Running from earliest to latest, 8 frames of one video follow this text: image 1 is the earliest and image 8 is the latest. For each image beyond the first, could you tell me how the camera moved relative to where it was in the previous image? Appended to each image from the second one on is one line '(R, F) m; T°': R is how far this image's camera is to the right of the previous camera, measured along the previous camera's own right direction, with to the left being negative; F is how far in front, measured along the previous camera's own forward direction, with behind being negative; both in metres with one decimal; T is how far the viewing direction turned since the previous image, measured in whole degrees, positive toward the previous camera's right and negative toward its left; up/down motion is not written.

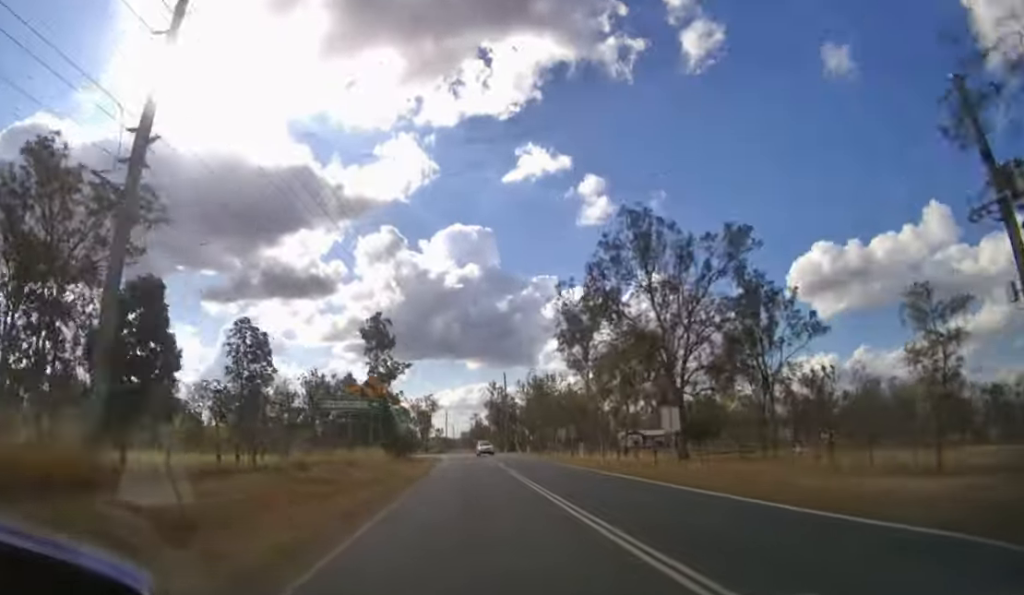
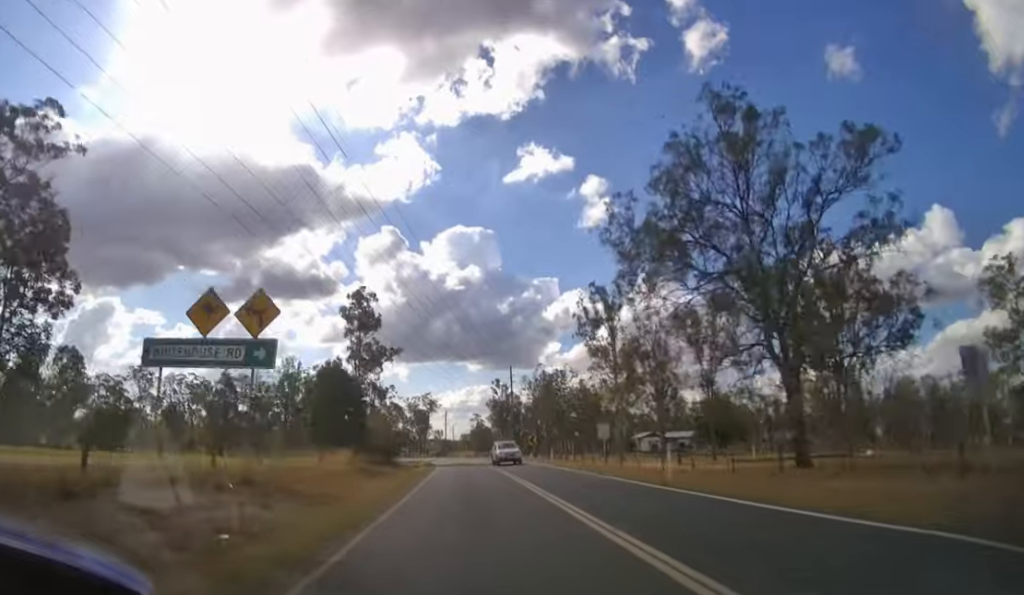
(0.0, +14.6) m; 0°
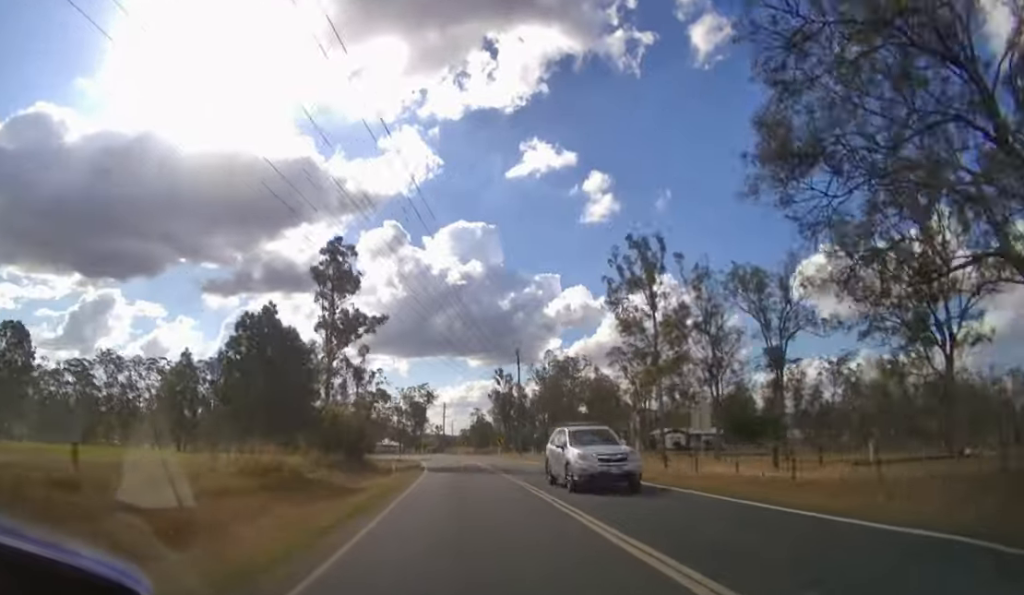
(0.0, +12.8) m; -1°
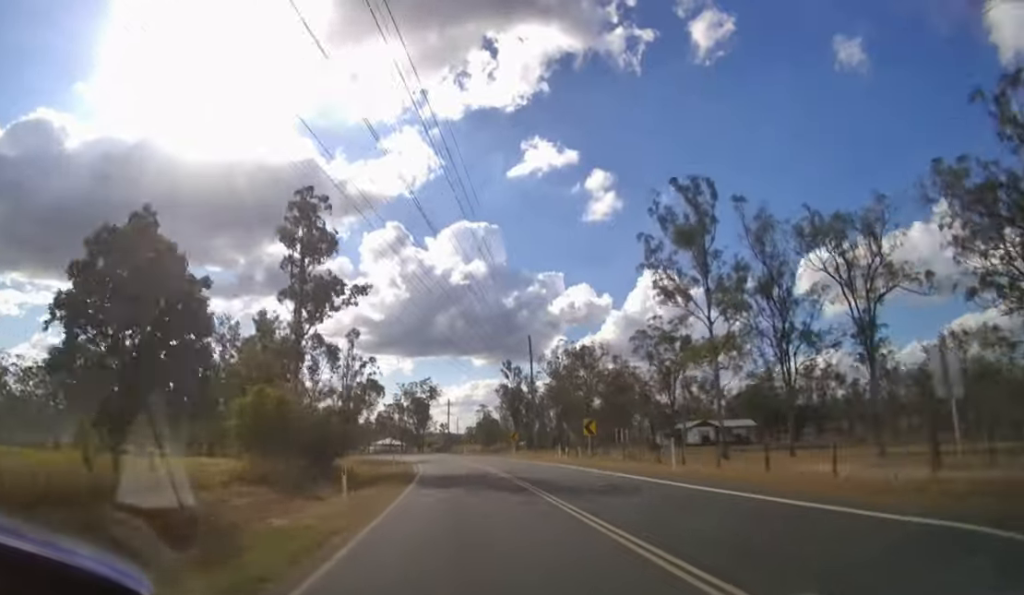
(+0.1, +10.3) m; 0°
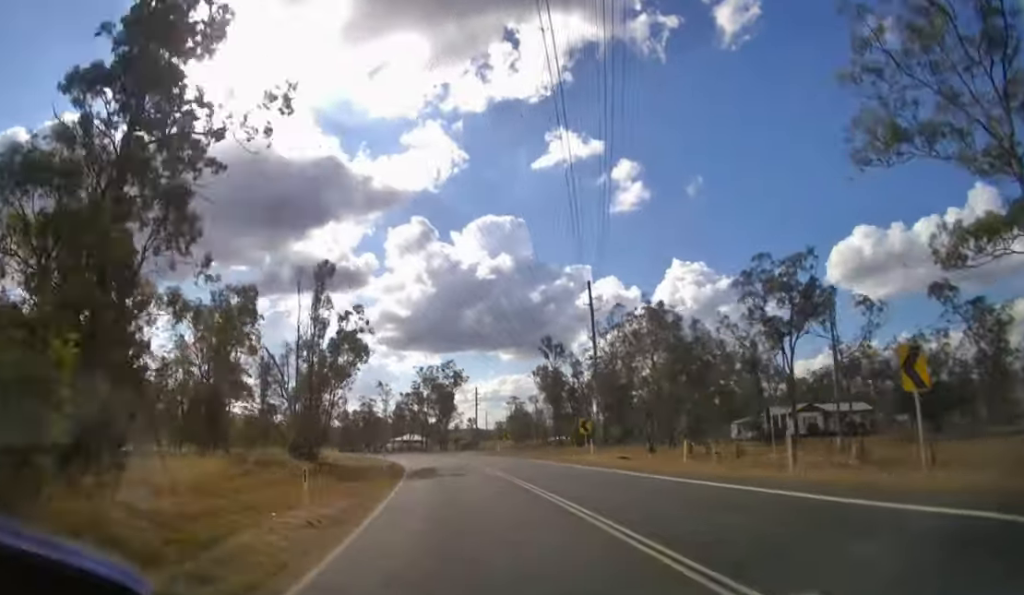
(-0.4, +22.8) m; -3°
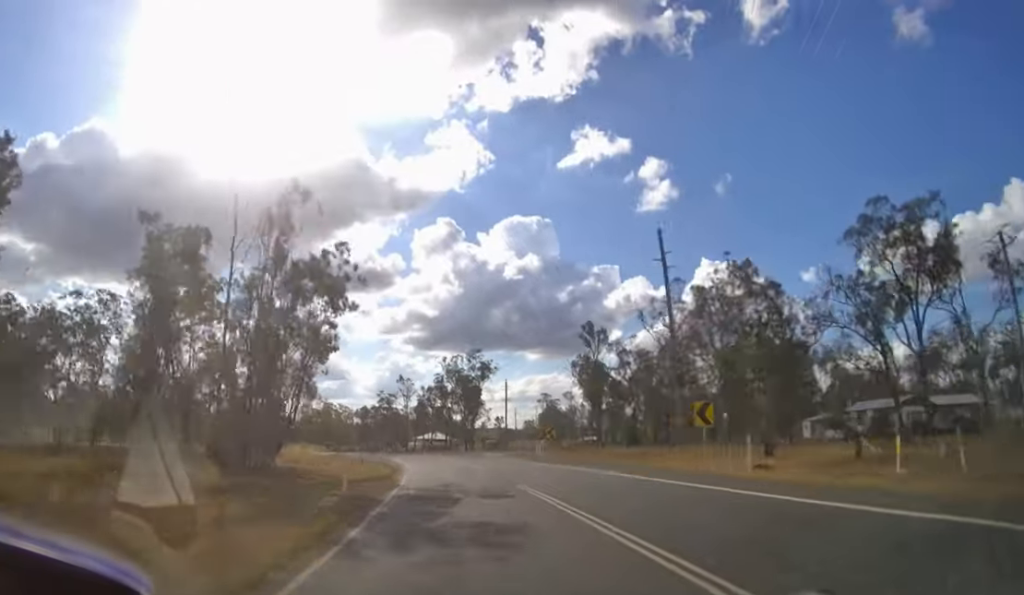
(-0.4, +11.6) m; -2°
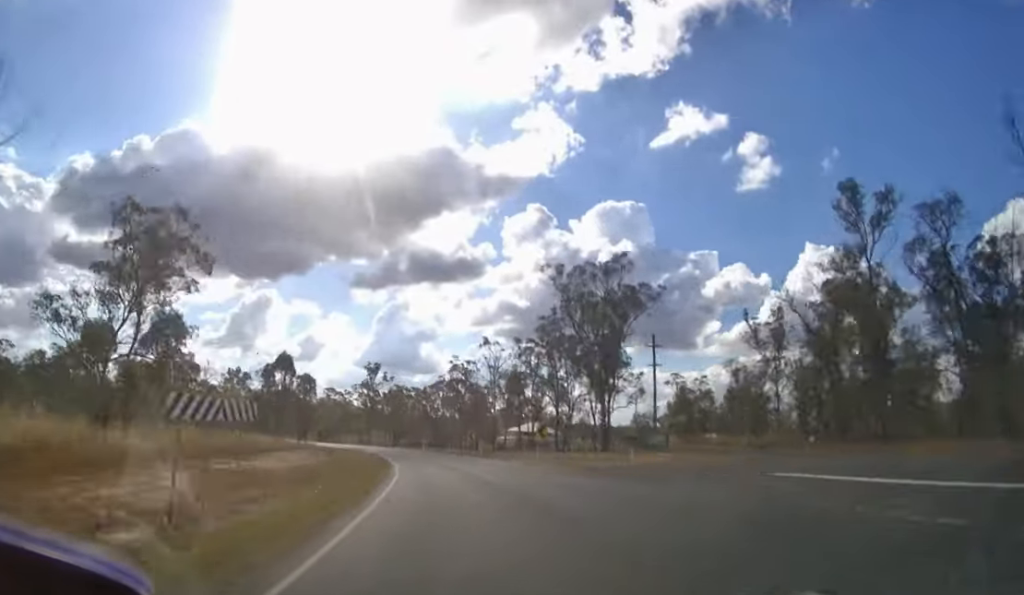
(-2.9, +39.9) m; -9°
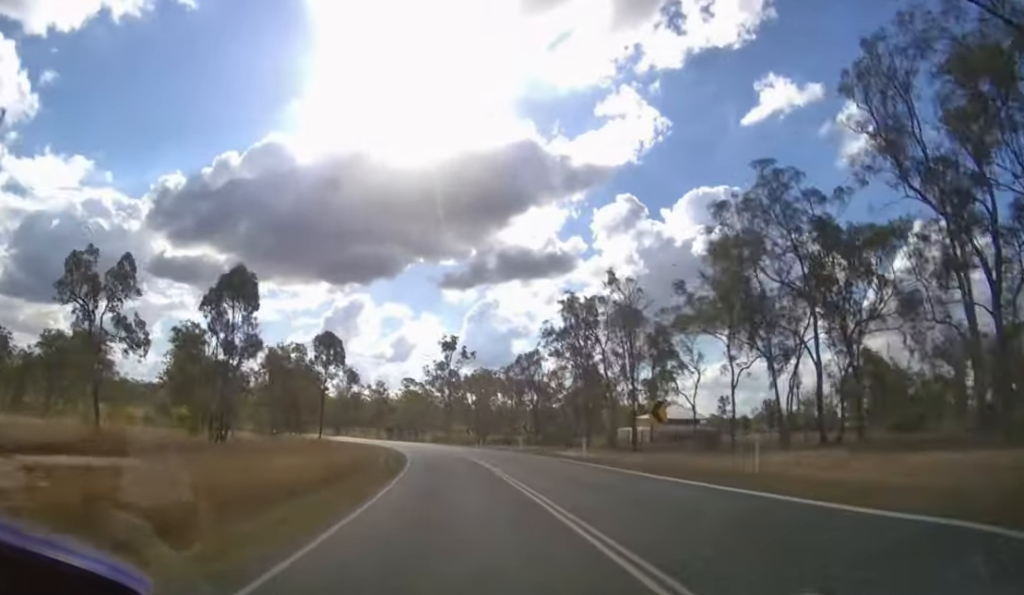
(-2.6, +34.2) m; -9°
